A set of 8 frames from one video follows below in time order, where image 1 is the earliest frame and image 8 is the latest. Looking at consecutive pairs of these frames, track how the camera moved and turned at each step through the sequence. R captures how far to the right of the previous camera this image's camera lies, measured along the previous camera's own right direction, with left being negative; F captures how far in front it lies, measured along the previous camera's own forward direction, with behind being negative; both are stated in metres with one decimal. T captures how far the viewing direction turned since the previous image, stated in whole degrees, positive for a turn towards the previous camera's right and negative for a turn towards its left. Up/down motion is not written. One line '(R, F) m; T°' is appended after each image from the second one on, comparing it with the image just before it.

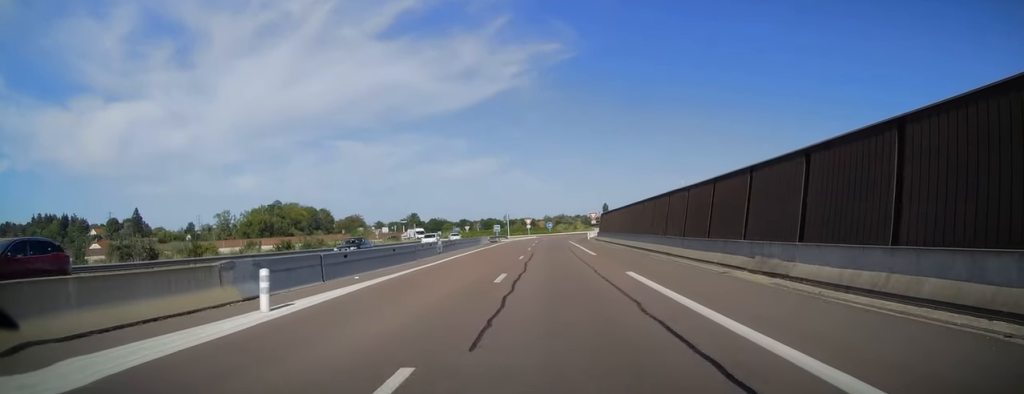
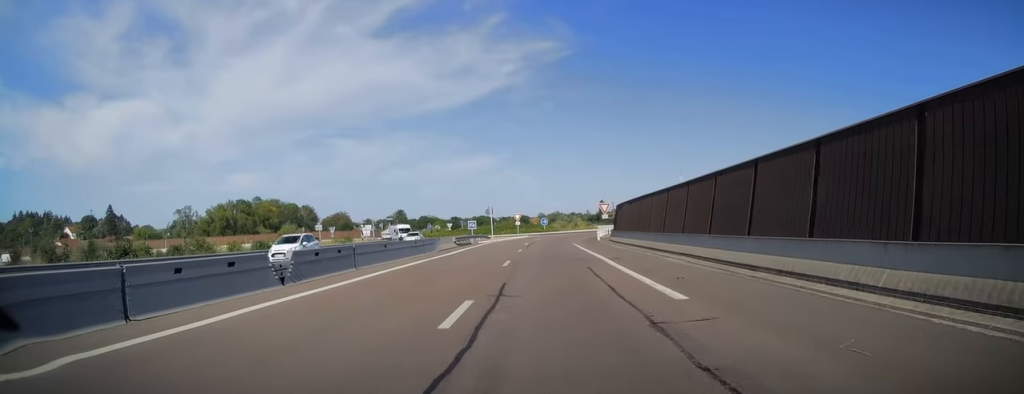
(+0.3, +20.5) m; +1°
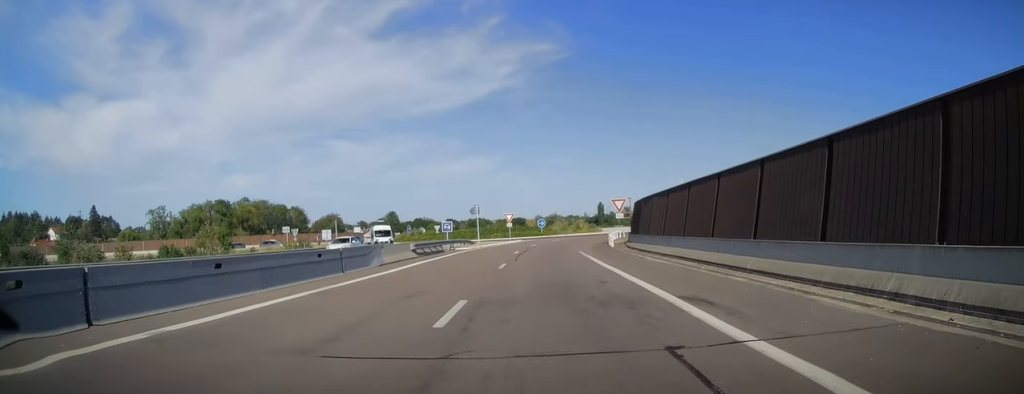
(+0.1, +12.7) m; 0°
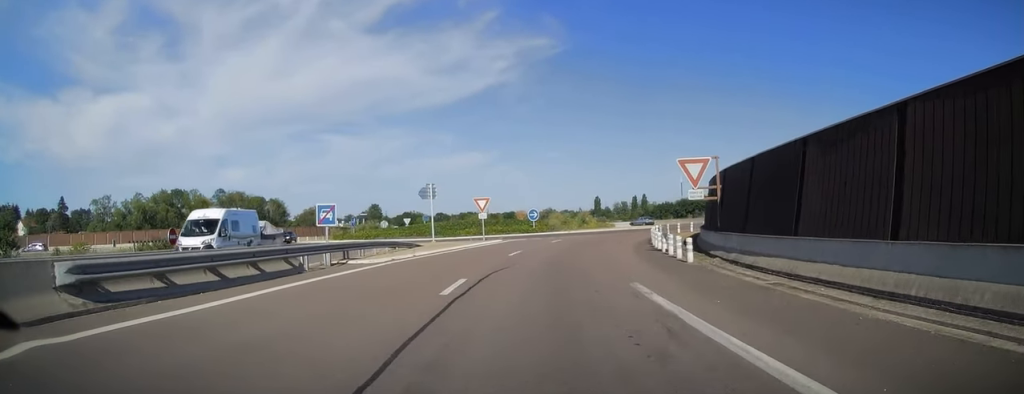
(0.0, +22.4) m; +2°
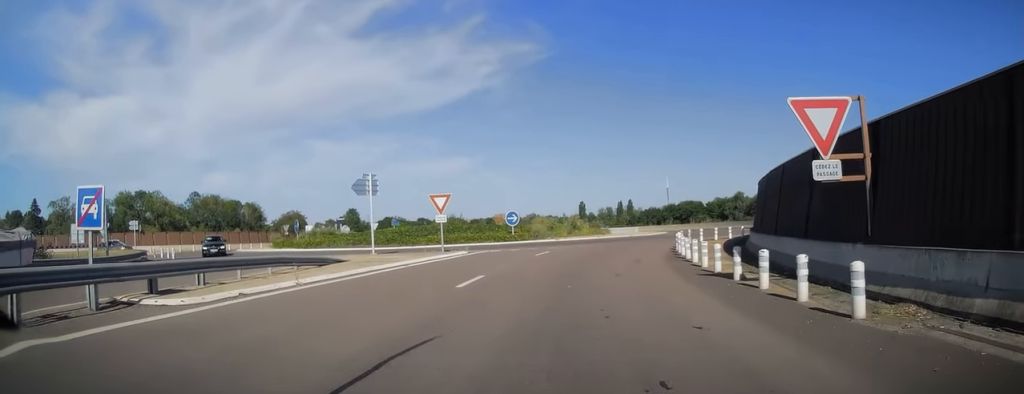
(+0.1, +10.4) m; +2°
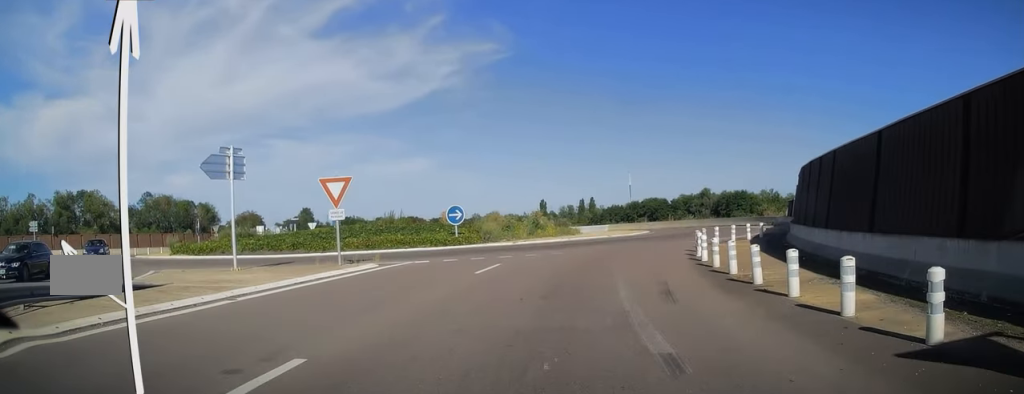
(+0.3, +10.2) m; +3°
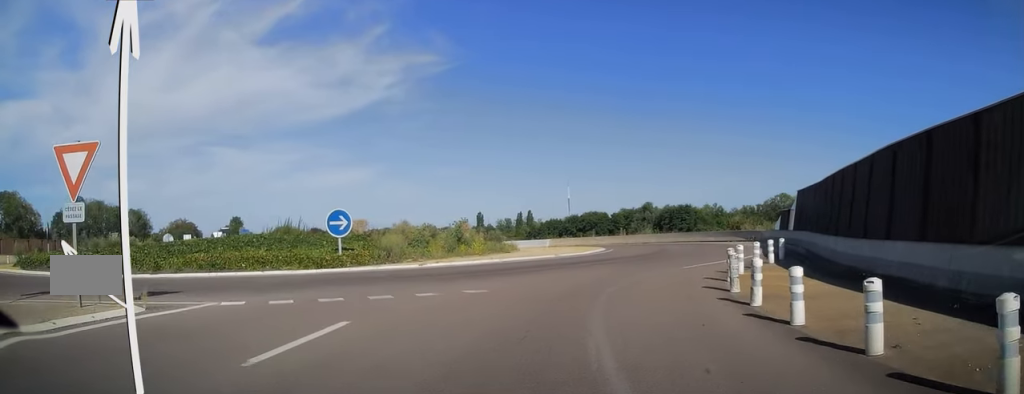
(+0.4, +10.0) m; +7°
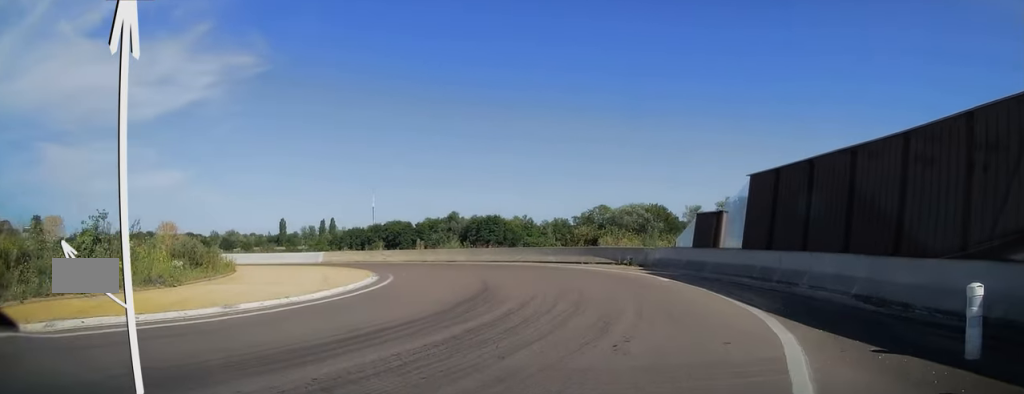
(+2.4, +16.1) m; +15°
